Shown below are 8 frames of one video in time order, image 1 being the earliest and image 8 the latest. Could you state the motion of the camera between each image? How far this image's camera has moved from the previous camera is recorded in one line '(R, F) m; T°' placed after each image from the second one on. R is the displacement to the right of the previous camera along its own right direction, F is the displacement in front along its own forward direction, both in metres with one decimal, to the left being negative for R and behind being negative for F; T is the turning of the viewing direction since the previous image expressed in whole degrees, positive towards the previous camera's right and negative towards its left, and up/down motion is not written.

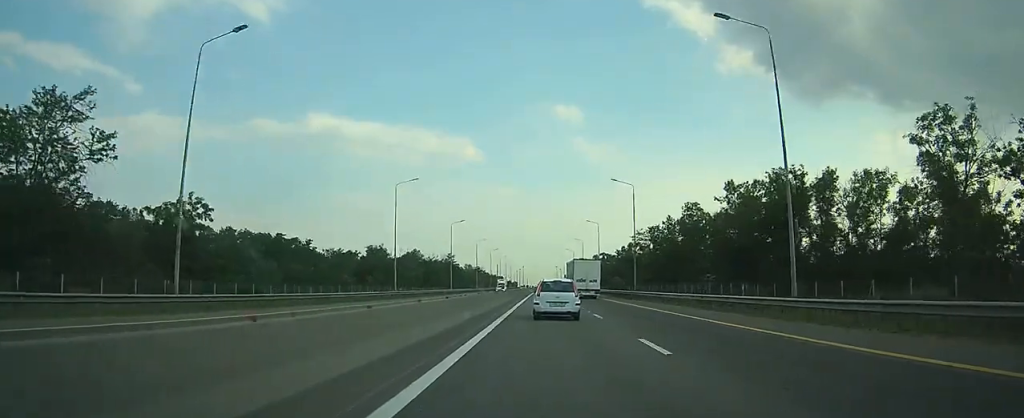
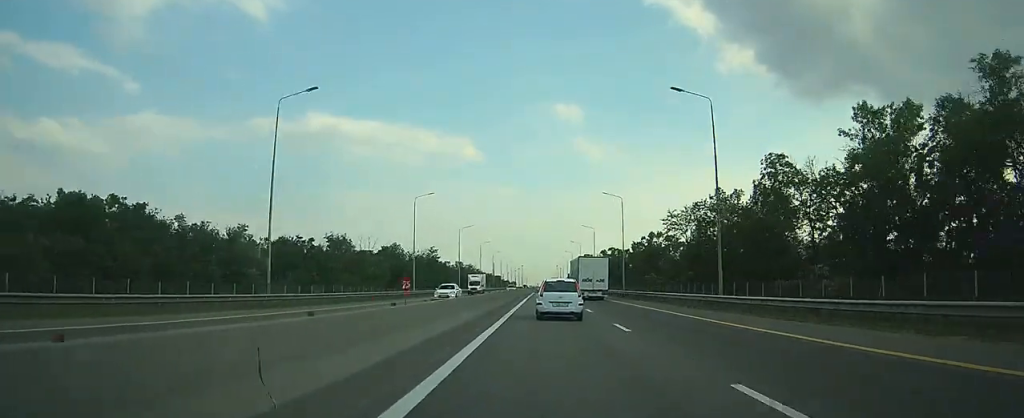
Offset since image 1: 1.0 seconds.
(0.0, +30.9) m; 0°
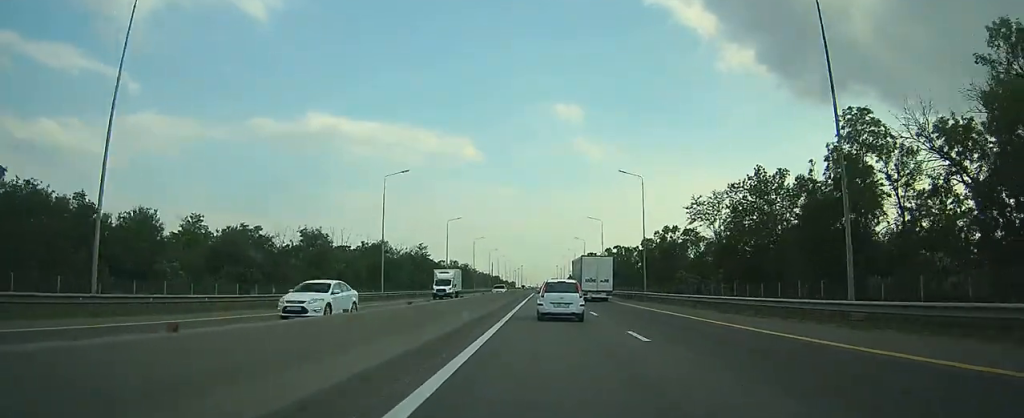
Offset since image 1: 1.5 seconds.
(0.0, +14.9) m; 0°
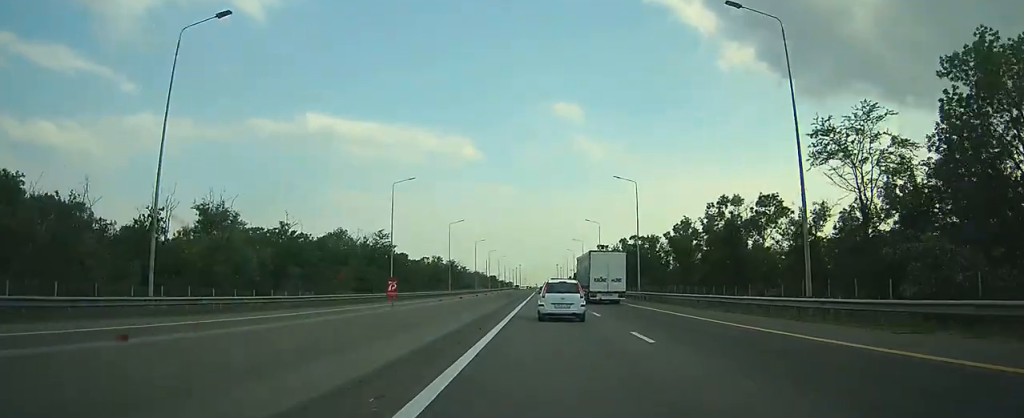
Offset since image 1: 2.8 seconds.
(0.0, +36.7) m; 0°
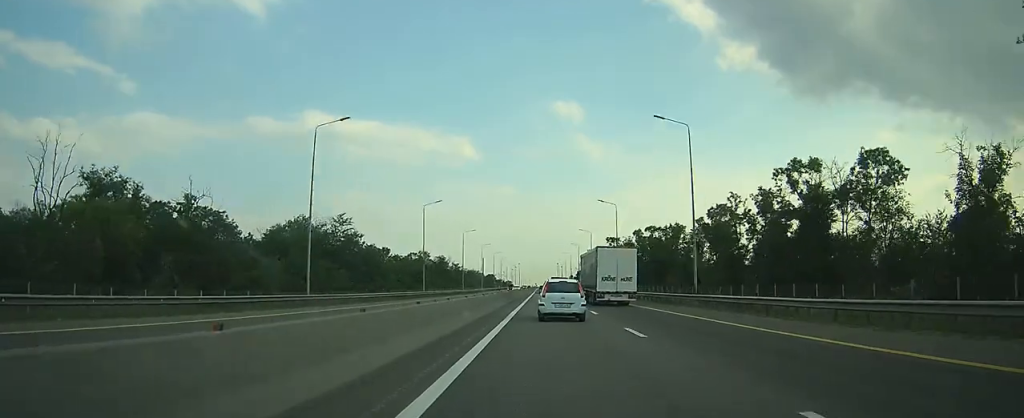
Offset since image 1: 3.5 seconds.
(+0.1, +22.7) m; 0°
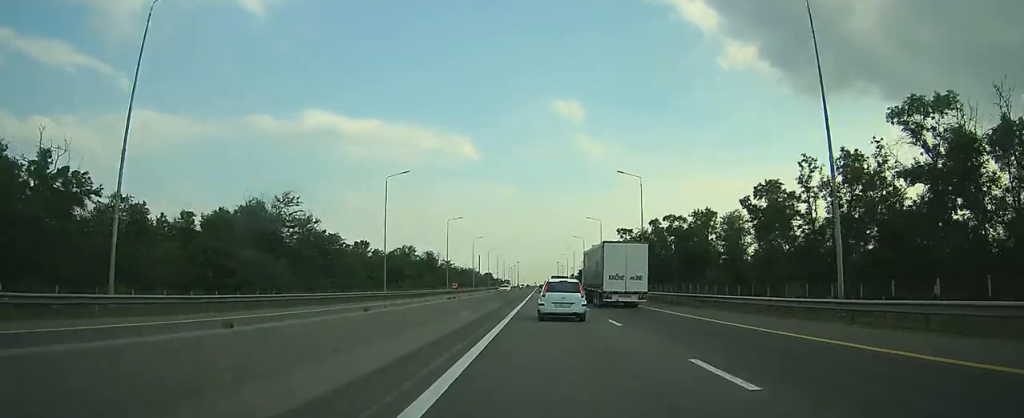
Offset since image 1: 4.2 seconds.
(0.0, +19.8) m; 0°
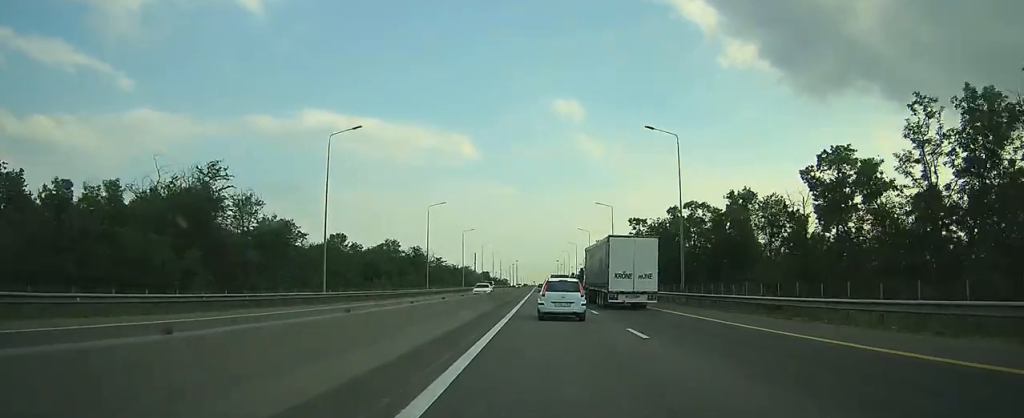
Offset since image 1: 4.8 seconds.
(0.0, +16.8) m; 0°
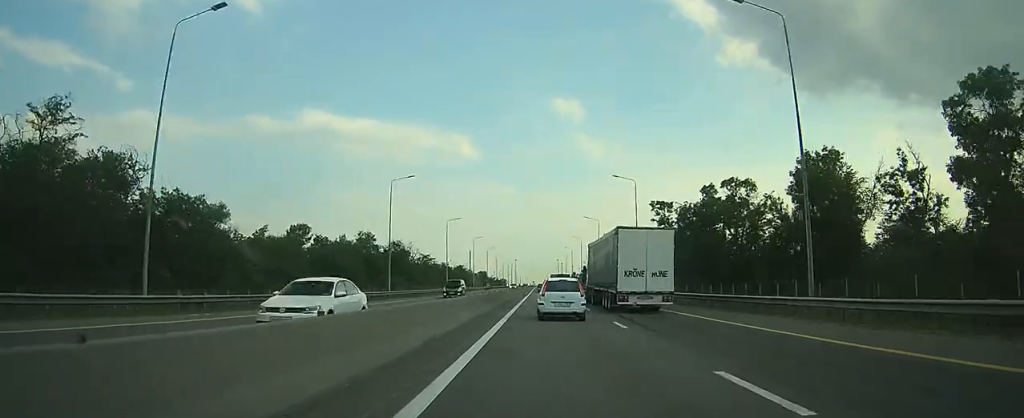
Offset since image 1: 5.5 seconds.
(0.0, +20.8) m; 0°
